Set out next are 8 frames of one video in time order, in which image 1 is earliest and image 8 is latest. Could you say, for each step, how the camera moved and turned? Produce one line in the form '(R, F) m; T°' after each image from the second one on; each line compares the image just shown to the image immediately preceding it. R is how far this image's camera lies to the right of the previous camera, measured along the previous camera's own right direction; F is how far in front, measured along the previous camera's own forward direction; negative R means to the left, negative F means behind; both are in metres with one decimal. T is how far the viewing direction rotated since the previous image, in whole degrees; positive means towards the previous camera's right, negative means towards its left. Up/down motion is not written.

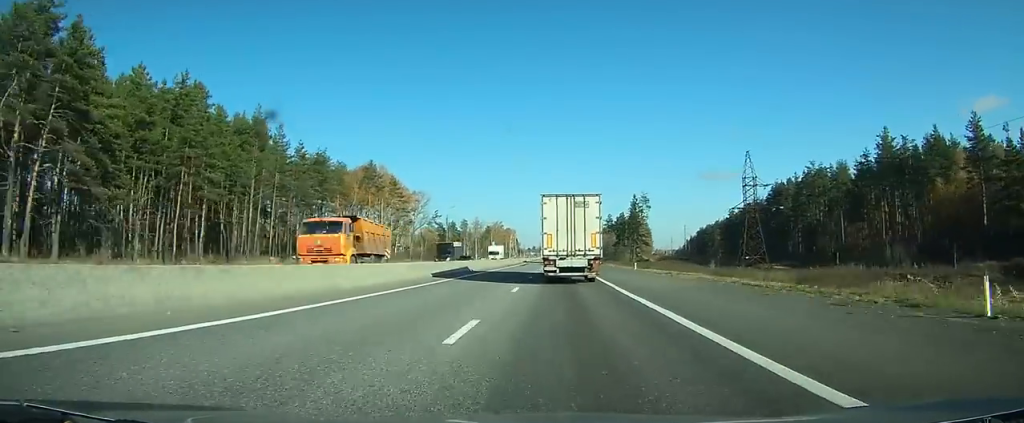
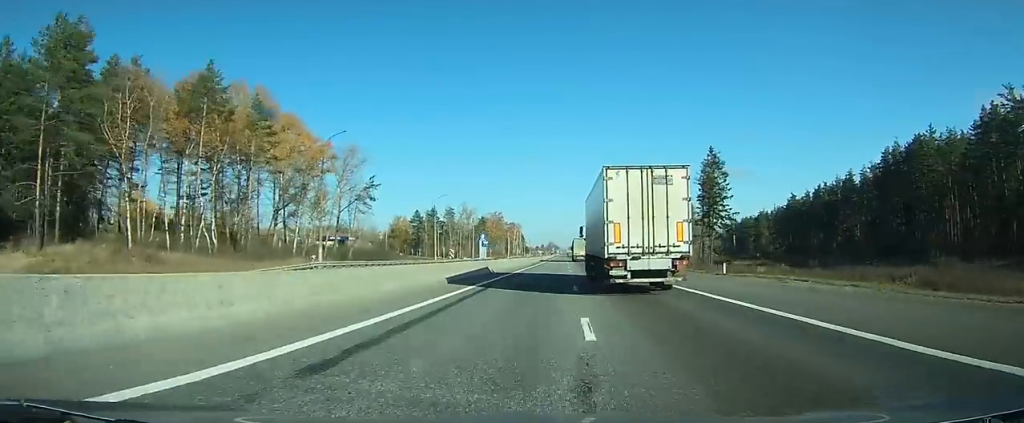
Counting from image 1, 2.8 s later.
(-0.3, +73.7) m; 0°
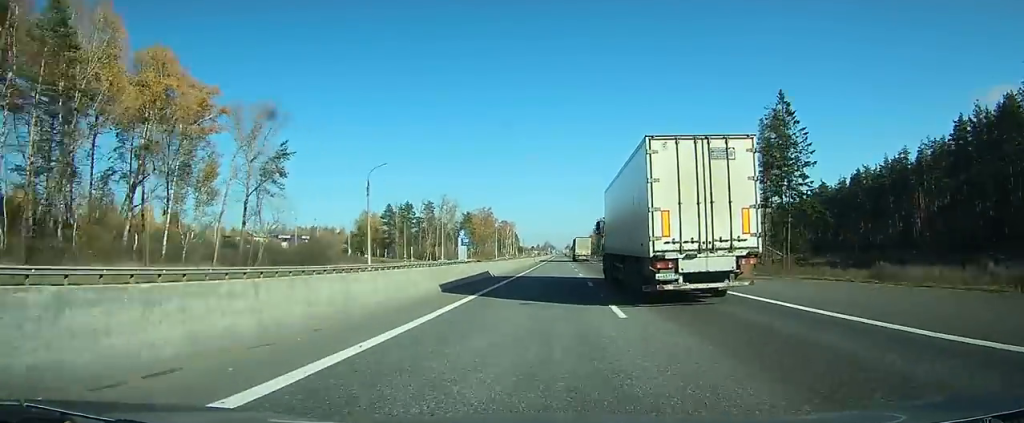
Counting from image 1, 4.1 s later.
(-0.2, +34.0) m; 0°
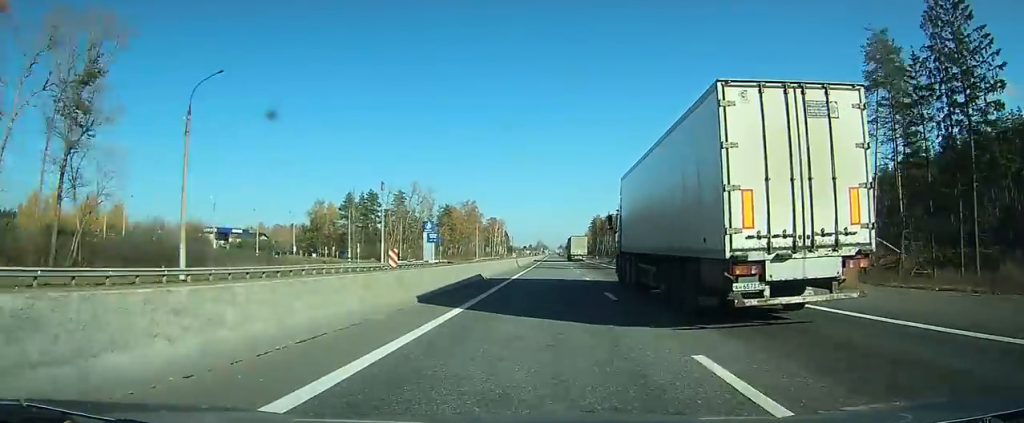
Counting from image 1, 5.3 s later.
(+0.2, +31.6) m; 0°
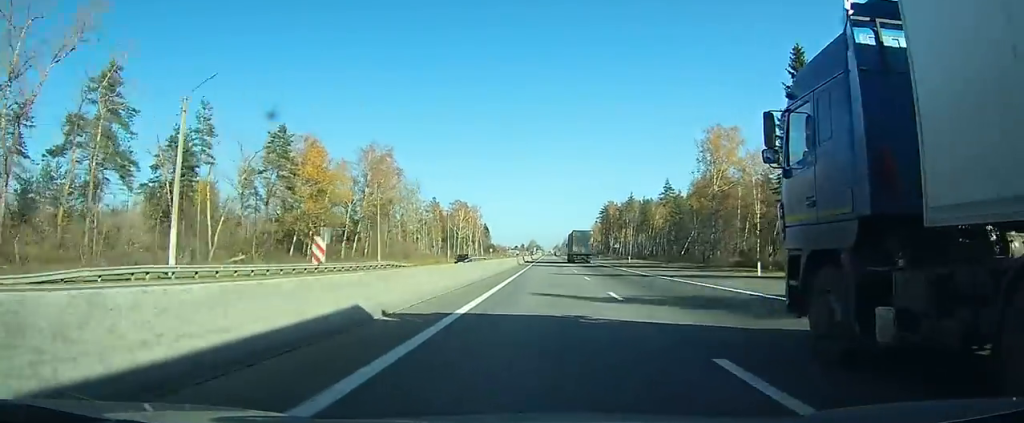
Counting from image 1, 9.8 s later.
(+0.7, +115.6) m; +1°
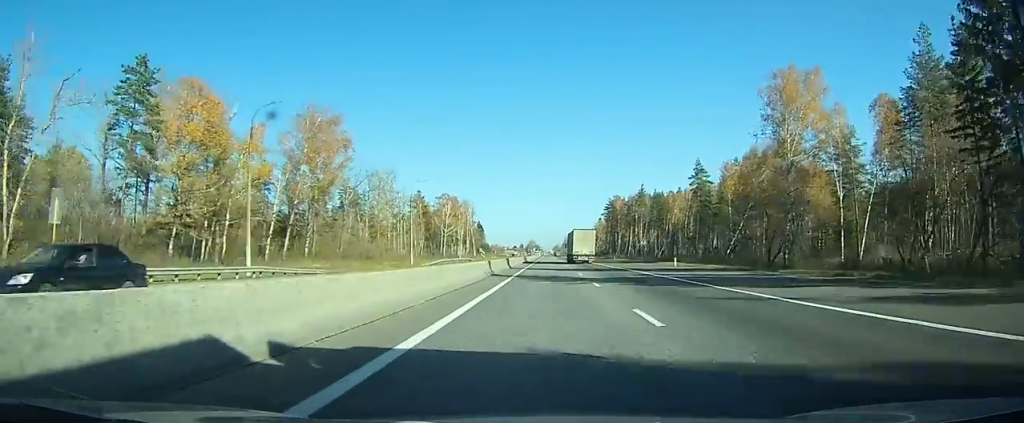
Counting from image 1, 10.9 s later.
(0.0, +30.0) m; 0°
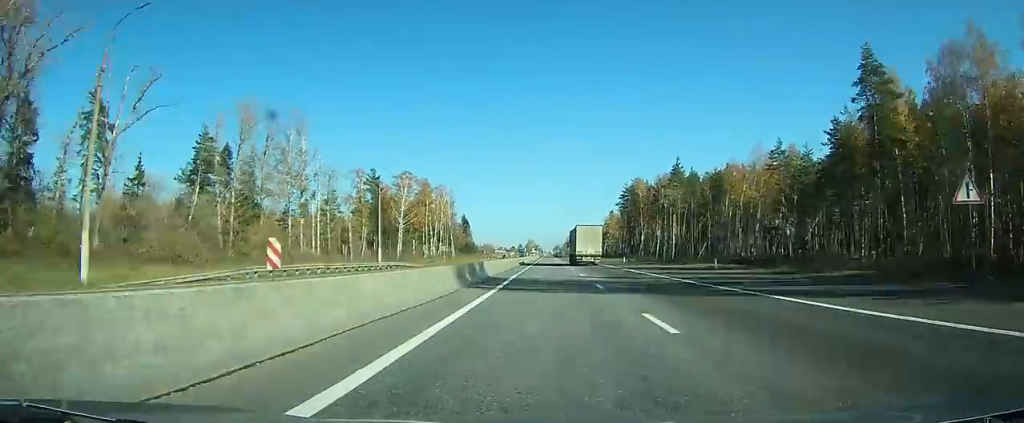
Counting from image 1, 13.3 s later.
(0.0, +63.9) m; 0°
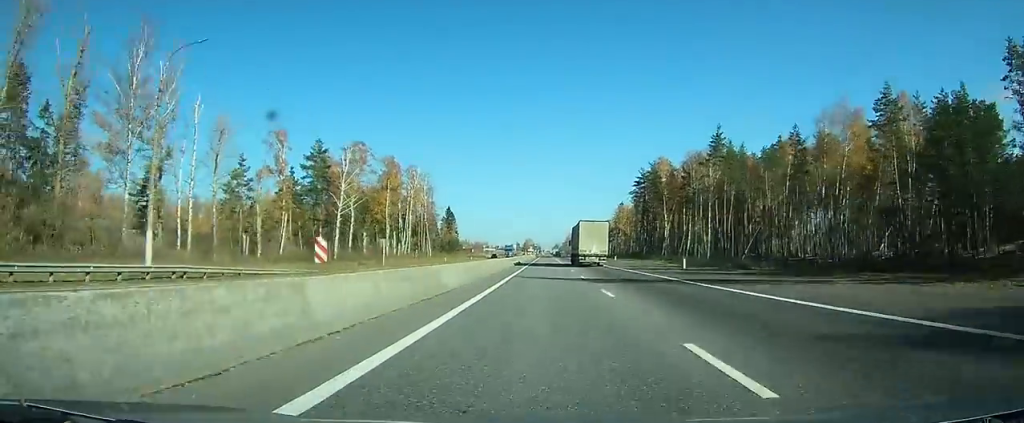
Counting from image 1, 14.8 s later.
(0.0, +41.5) m; 0°
